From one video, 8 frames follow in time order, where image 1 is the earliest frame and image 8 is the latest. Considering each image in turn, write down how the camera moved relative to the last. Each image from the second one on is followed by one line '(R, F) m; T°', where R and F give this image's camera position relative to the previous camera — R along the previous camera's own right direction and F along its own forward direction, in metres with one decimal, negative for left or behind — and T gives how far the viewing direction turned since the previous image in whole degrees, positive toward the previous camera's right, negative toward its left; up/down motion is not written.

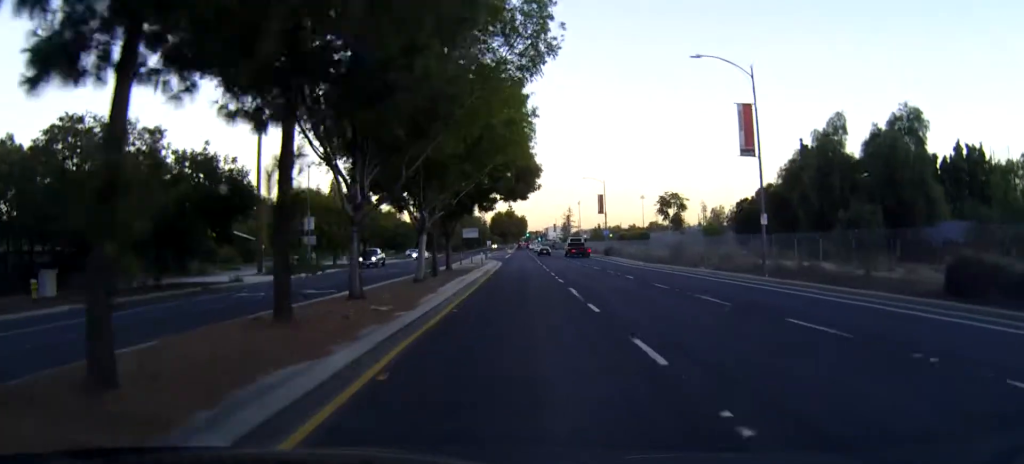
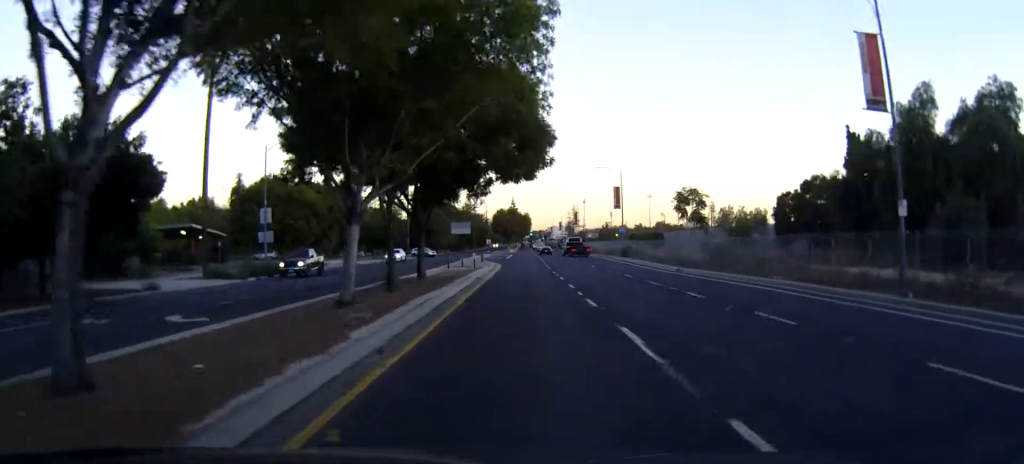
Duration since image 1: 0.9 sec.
(-0.1, +12.6) m; 0°
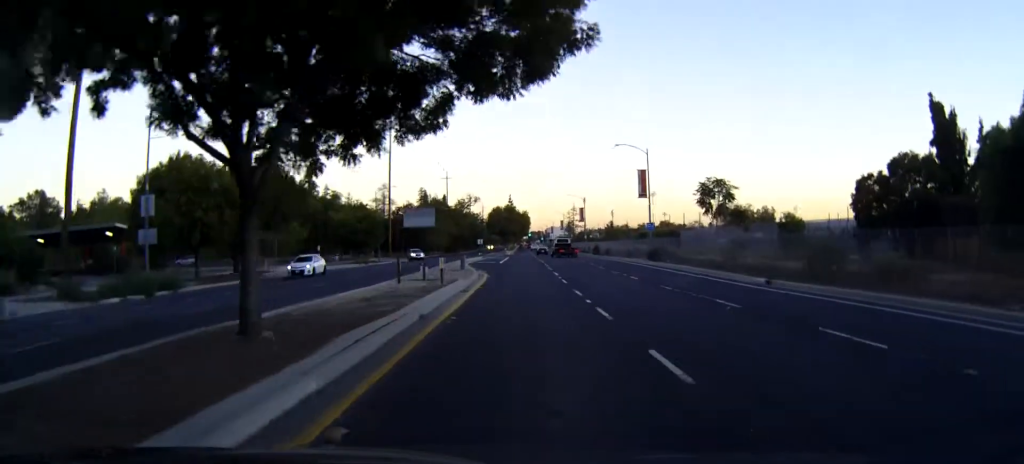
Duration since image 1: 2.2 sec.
(+0.1, +18.3) m; 0°
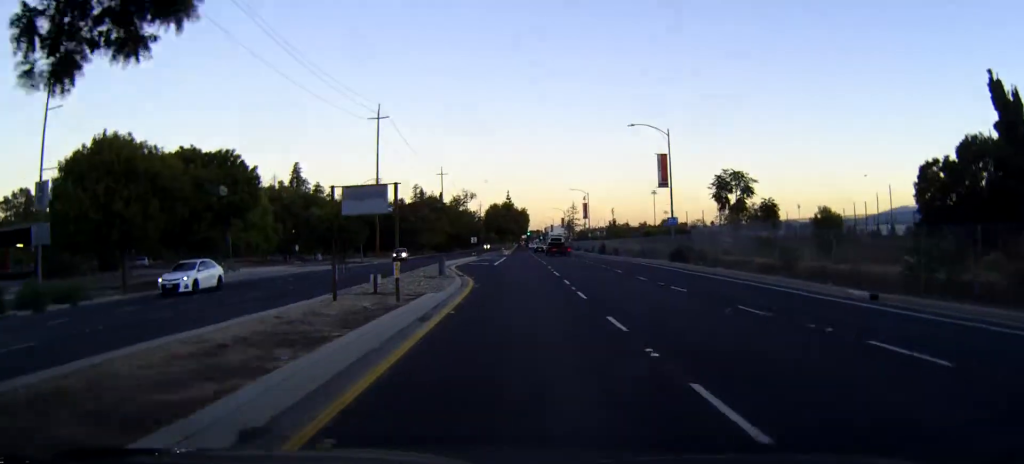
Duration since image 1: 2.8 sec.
(0.0, +9.8) m; 0°
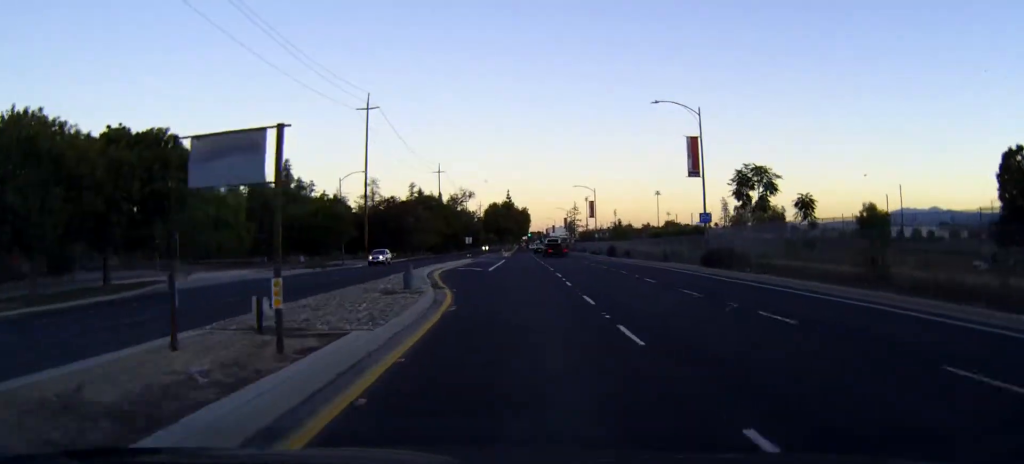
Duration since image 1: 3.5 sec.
(0.0, +9.4) m; 0°
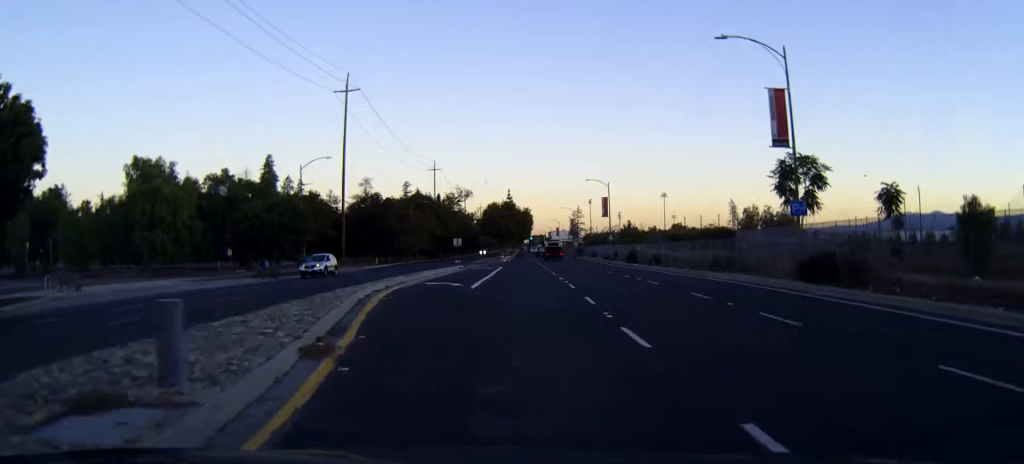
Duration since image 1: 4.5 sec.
(+0.1, +14.9) m; 0°
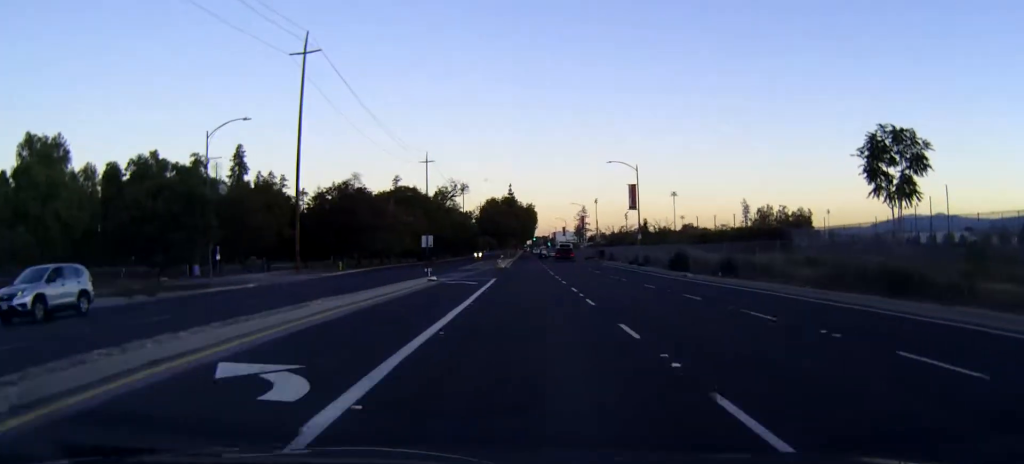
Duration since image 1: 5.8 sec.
(-0.1, +20.6) m; 0°
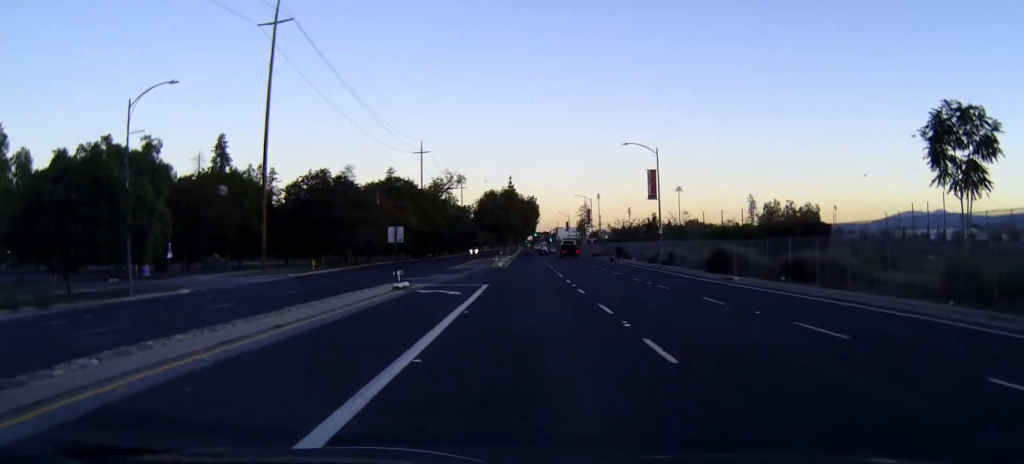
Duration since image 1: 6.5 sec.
(0.0, +10.1) m; 0°
